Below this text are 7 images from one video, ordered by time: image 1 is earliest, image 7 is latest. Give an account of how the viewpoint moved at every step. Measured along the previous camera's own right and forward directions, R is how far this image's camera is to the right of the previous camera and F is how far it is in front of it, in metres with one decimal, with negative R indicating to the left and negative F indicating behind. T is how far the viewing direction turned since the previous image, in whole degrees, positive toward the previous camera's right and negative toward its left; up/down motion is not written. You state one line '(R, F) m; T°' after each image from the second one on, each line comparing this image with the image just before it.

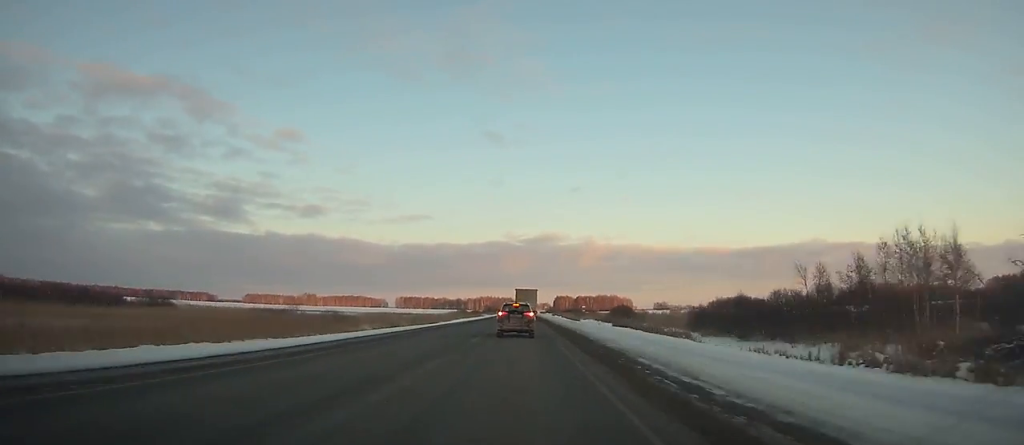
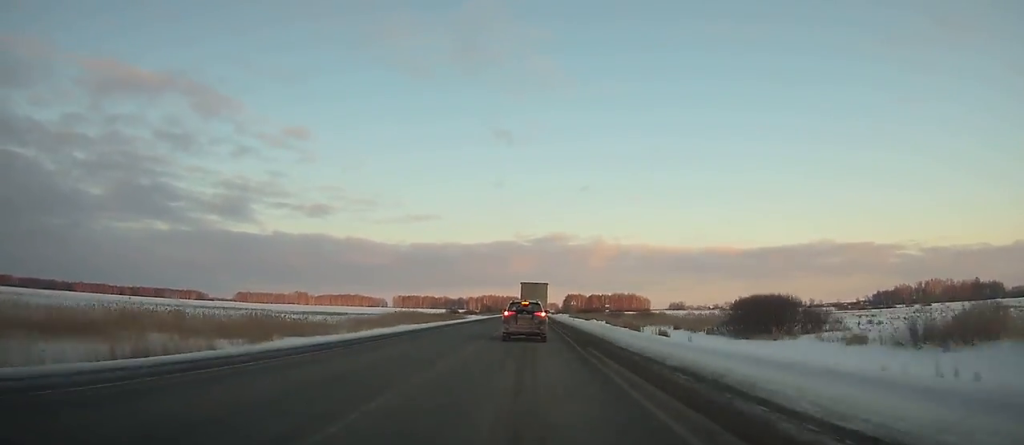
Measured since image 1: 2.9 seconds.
(0.0, +73.1) m; 0°
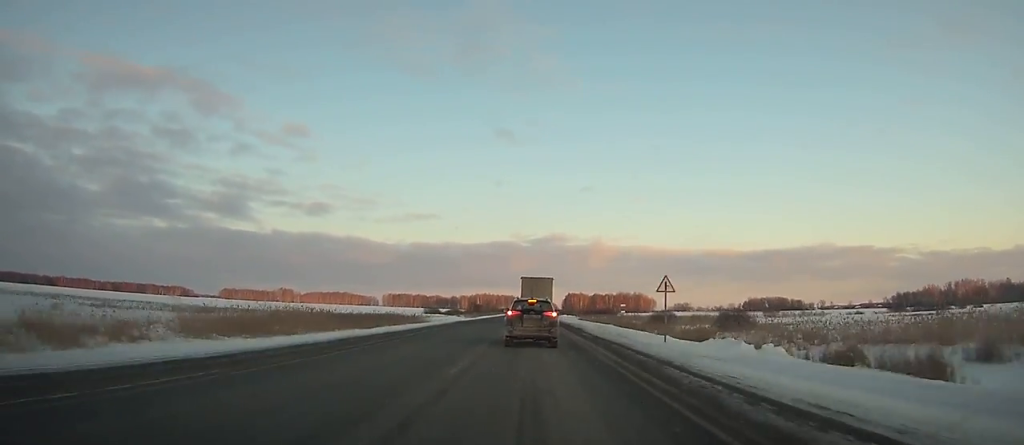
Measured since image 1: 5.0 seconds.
(-0.1, +51.7) m; 0°
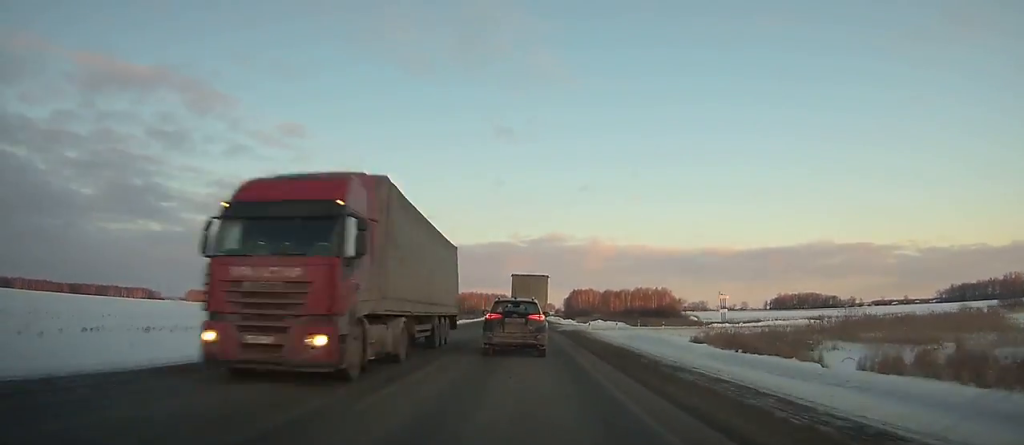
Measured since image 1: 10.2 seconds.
(+0.8, +119.5) m; 0°
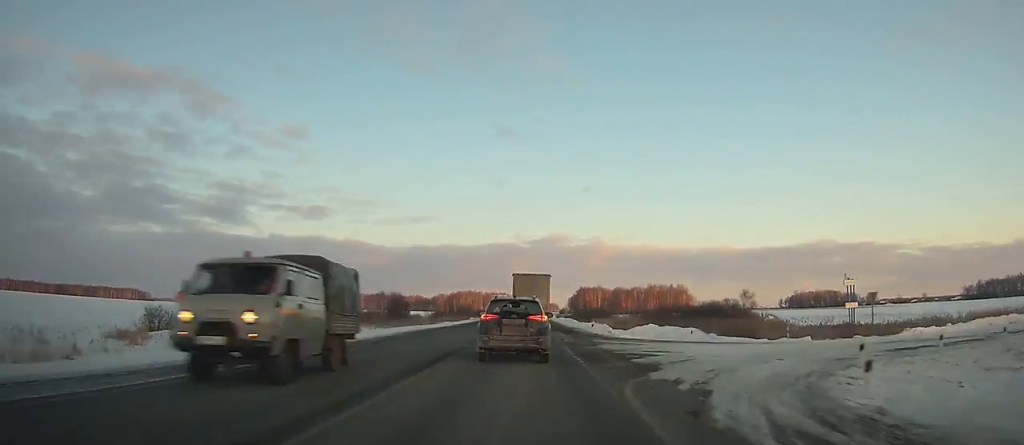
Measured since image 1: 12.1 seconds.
(-0.1, +41.7) m; 0°
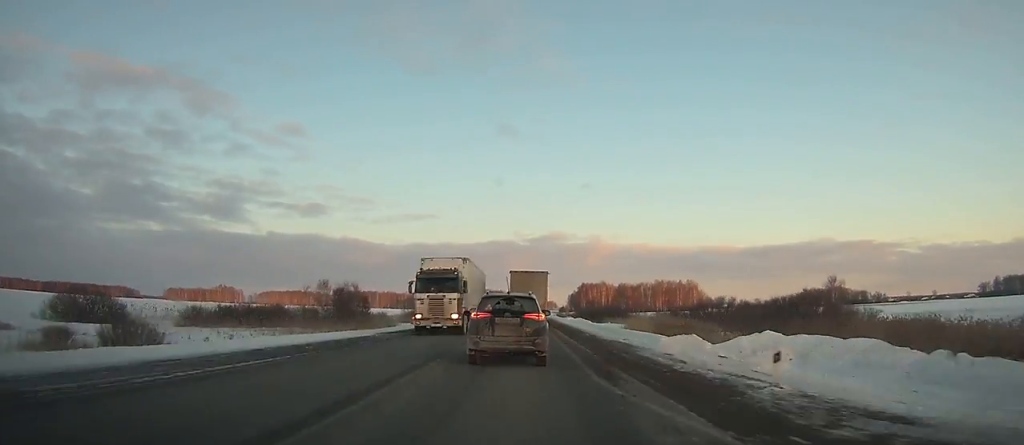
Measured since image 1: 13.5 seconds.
(-0.2, +30.3) m; 0°
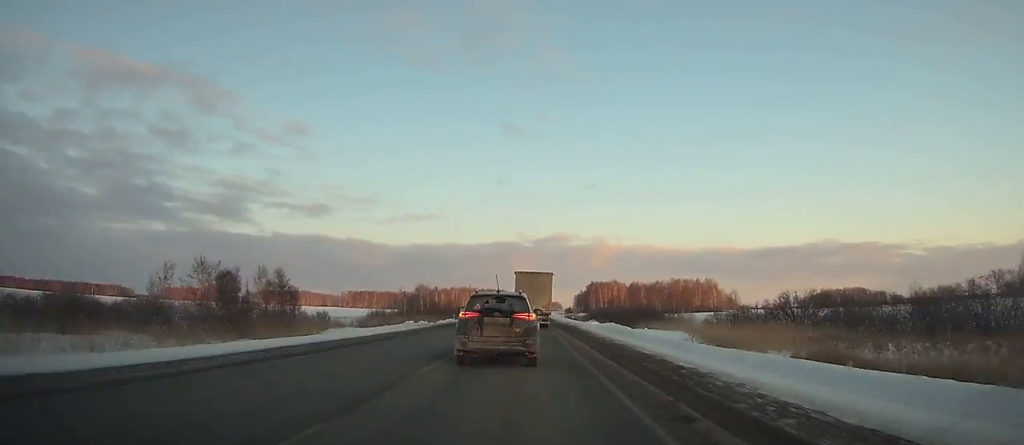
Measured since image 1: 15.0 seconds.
(0.0, +32.3) m; 0°
